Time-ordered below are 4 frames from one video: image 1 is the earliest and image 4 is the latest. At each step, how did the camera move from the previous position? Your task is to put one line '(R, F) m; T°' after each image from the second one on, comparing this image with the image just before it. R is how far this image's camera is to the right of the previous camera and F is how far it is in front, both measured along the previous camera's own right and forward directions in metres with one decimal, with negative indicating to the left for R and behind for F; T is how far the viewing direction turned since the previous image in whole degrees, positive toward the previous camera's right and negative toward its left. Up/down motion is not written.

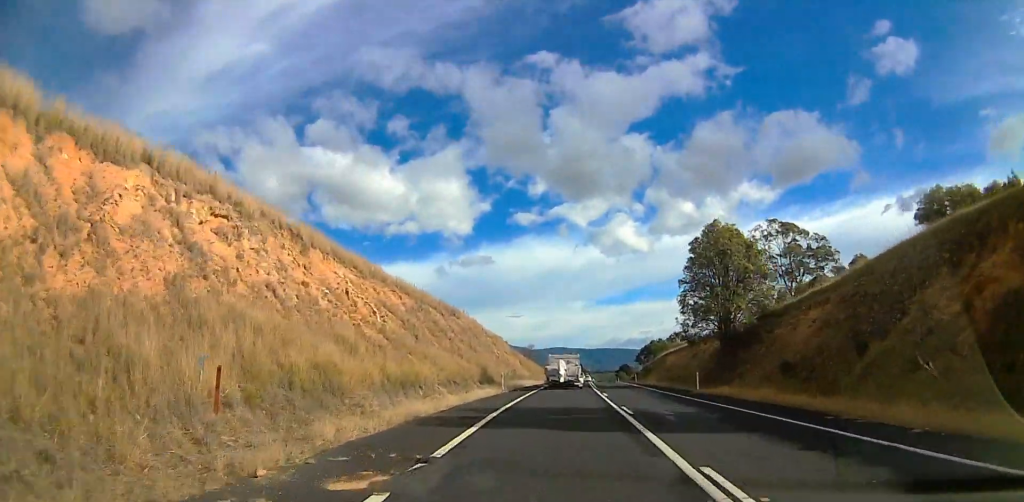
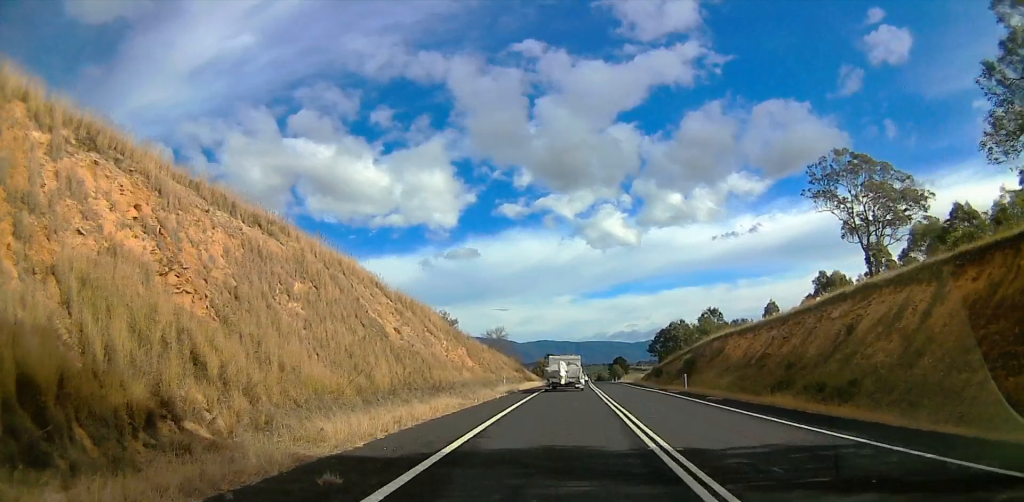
(+1.8, +39.7) m; +3°
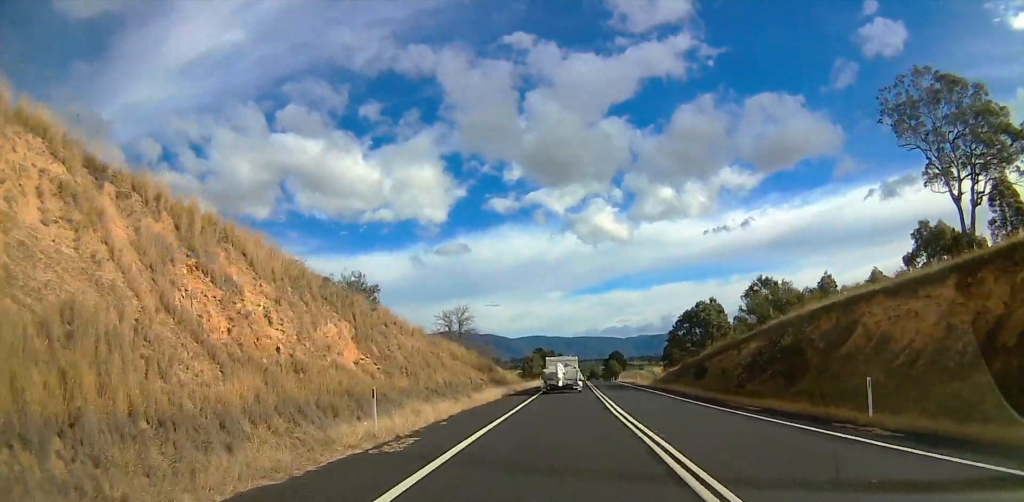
(-0.4, +26.4) m; 0°
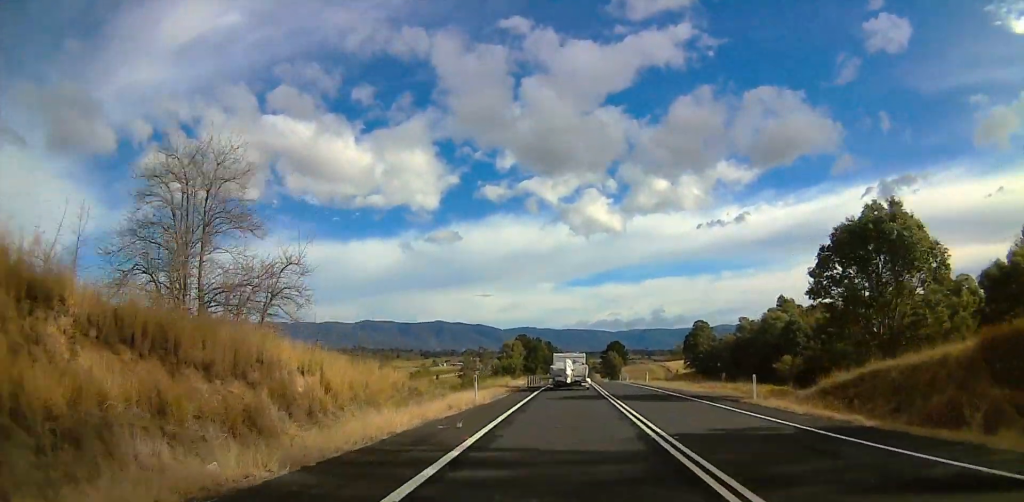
(+0.2, +44.9) m; 0°
